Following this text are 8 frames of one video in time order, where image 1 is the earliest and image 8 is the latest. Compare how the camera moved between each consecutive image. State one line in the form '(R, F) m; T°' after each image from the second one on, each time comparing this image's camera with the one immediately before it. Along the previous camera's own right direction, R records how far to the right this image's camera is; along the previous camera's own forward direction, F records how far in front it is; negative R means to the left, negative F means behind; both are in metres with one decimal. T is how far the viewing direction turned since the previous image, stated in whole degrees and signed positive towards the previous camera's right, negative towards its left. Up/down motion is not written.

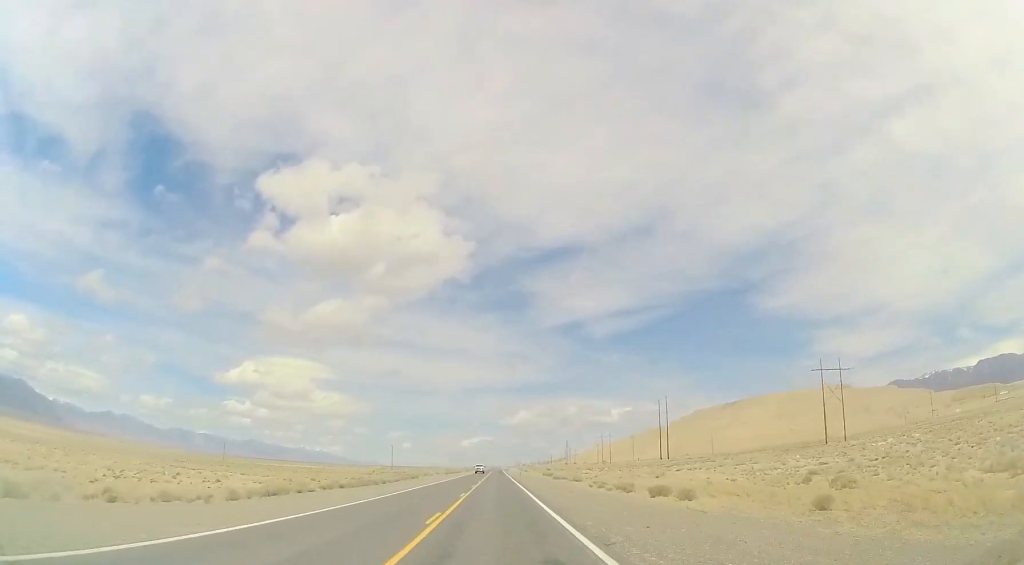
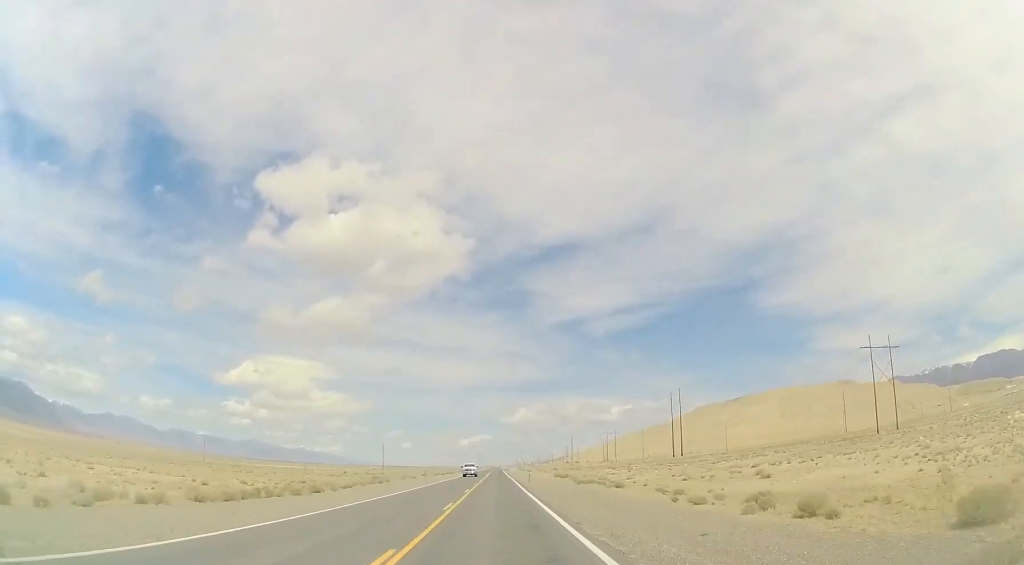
(0.0, +22.0) m; 0°
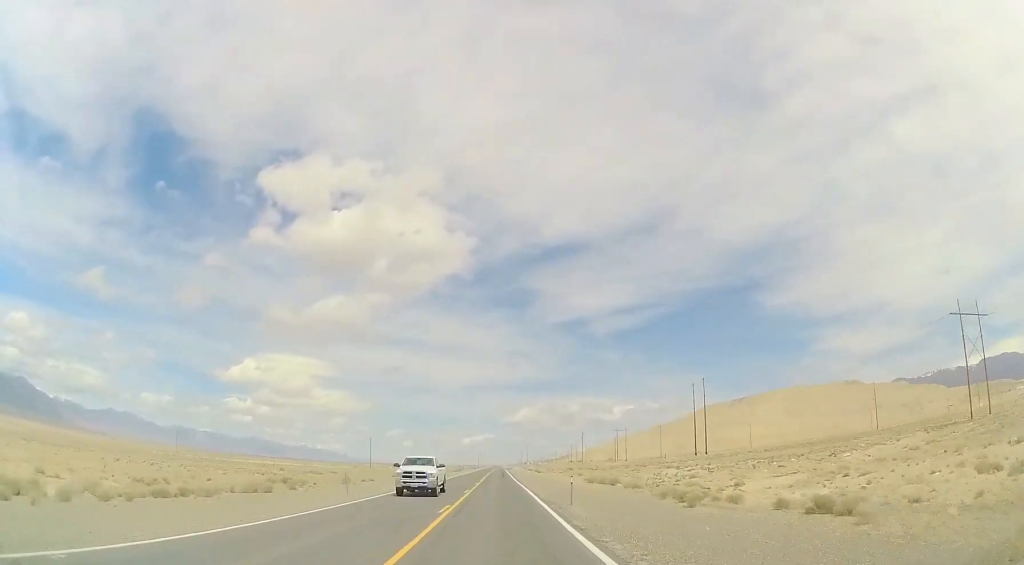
(-0.6, +29.3) m; 0°
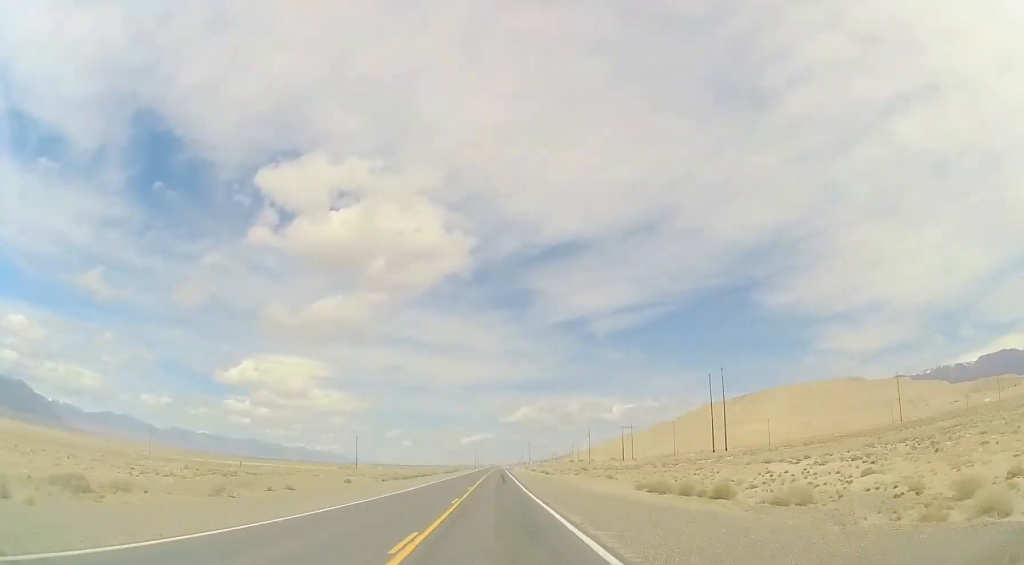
(+0.2, +22.1) m; 0°
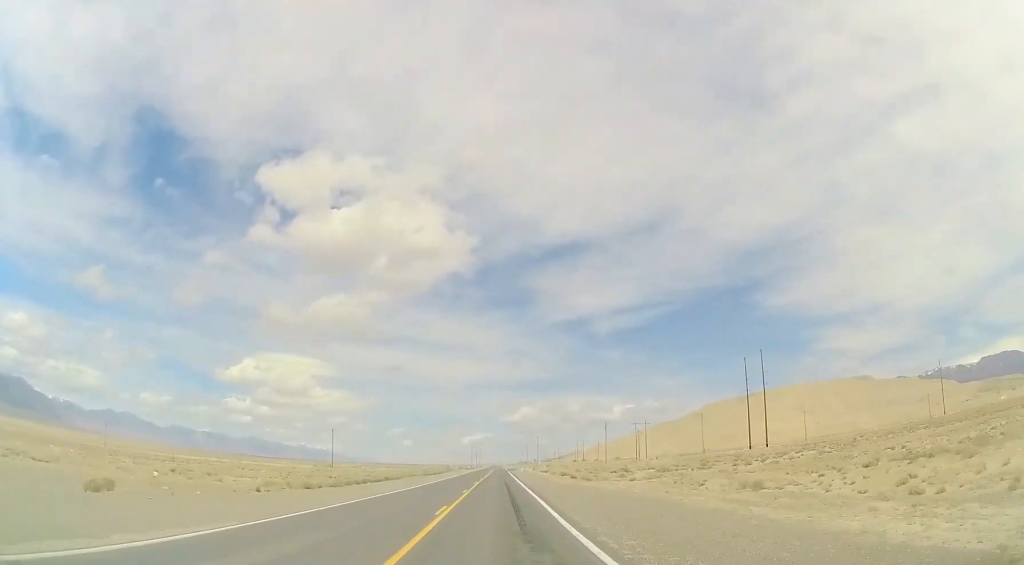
(+0.1, +33.2) m; 0°
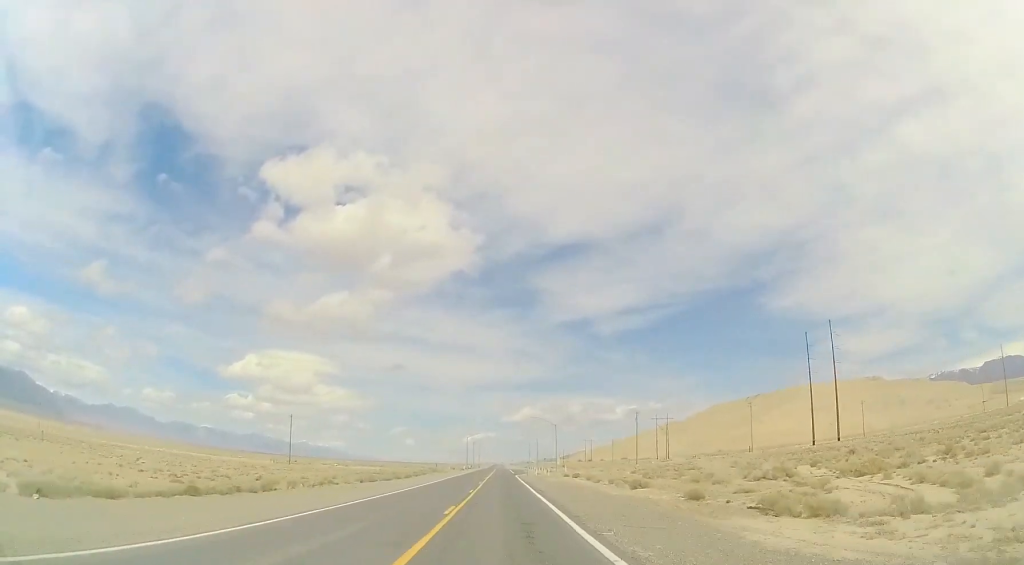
(+0.3, +41.9) m; +1°
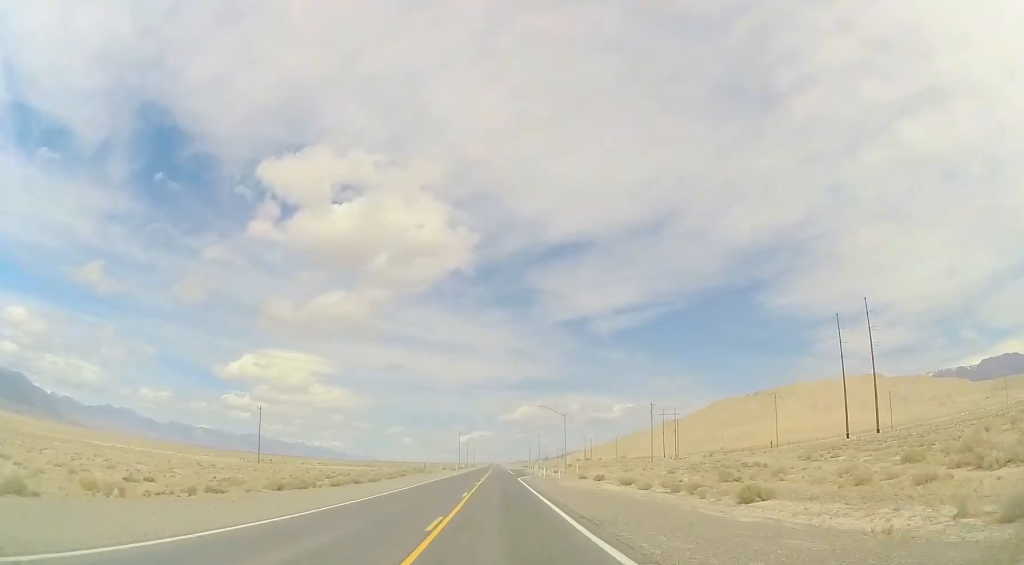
(+0.1, +18.4) m; 0°
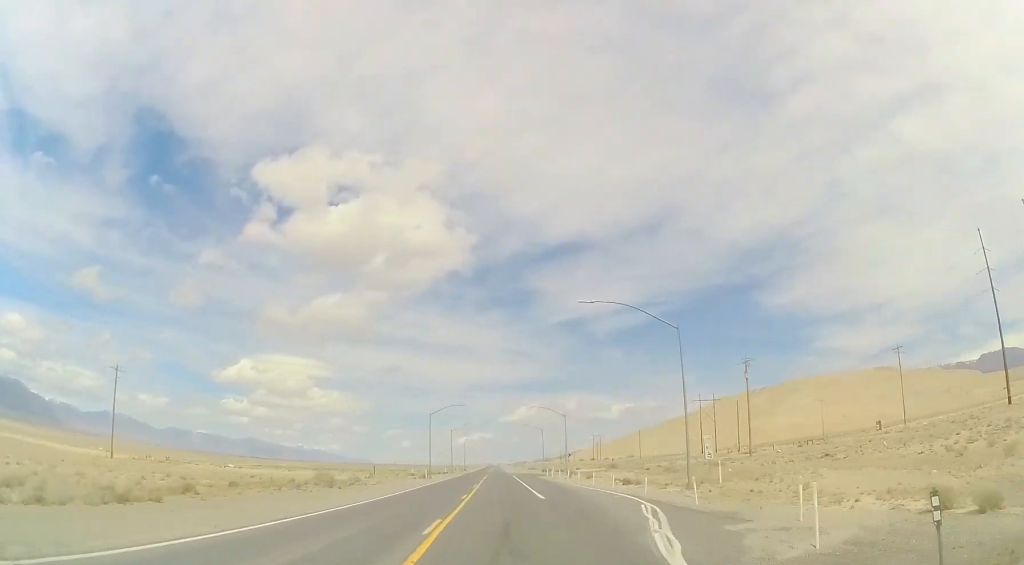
(-0.5, +54.9) m; -1°
